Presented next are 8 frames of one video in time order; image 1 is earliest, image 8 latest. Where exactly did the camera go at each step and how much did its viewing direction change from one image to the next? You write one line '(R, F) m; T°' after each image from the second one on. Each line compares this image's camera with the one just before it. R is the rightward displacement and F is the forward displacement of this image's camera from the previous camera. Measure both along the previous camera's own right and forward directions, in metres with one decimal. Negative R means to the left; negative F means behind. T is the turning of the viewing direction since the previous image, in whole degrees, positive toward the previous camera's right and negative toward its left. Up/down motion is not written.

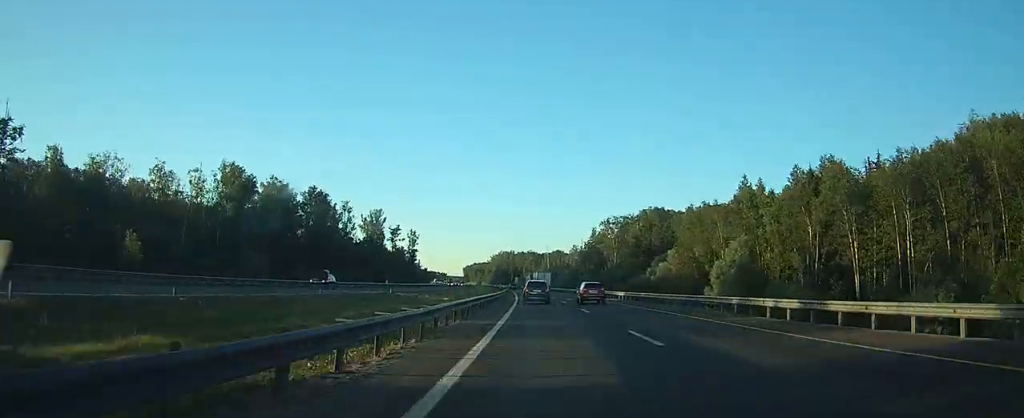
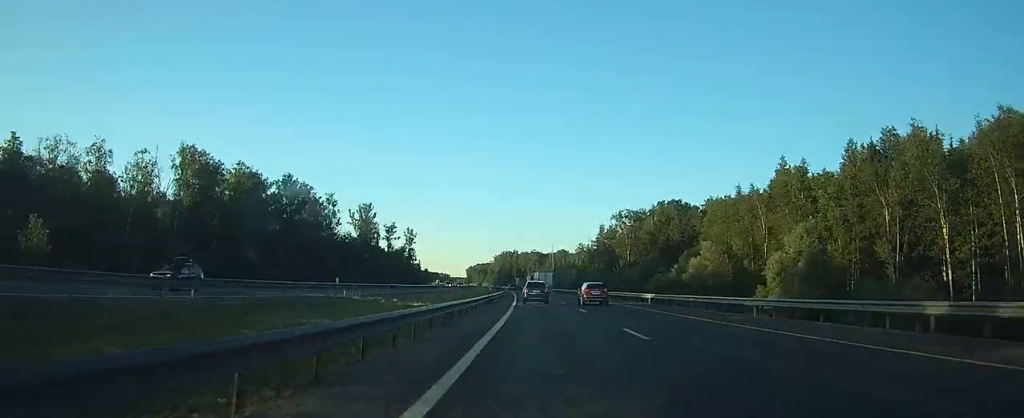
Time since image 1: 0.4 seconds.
(-0.1, +14.7) m; 0°
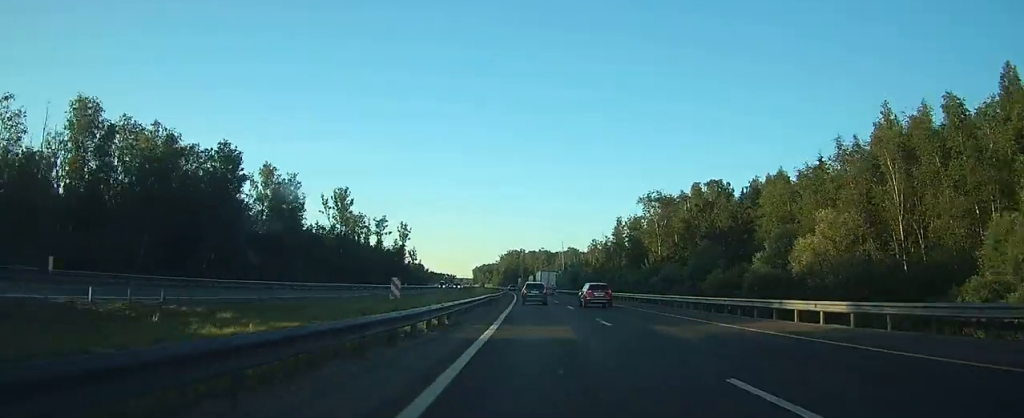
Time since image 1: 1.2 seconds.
(-0.1, +26.2) m; -1°
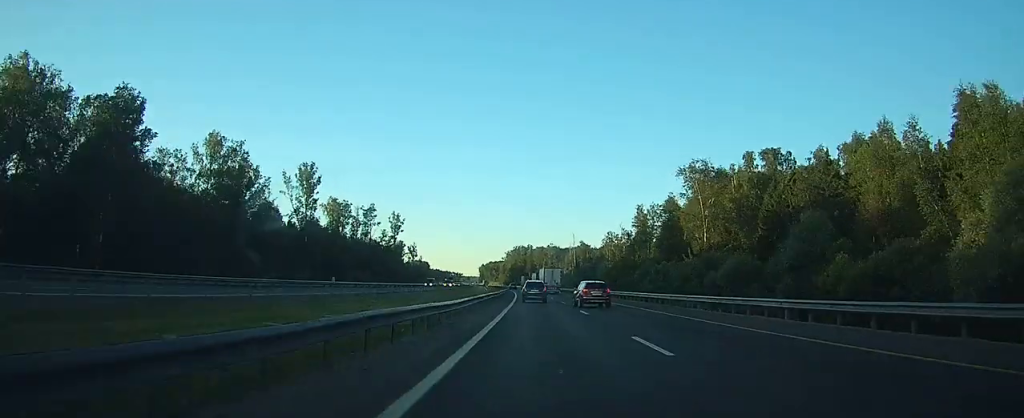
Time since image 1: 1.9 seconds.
(-0.2, +25.1) m; -1°
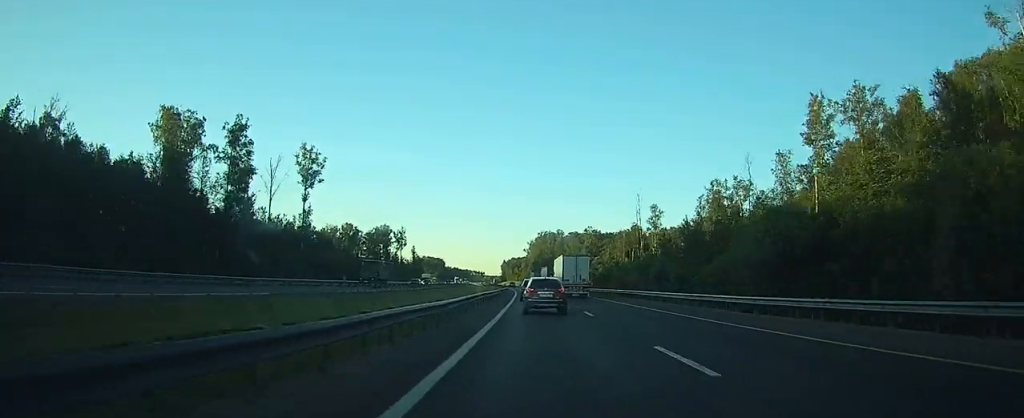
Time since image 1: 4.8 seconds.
(-2.7, +98.5) m; -3°
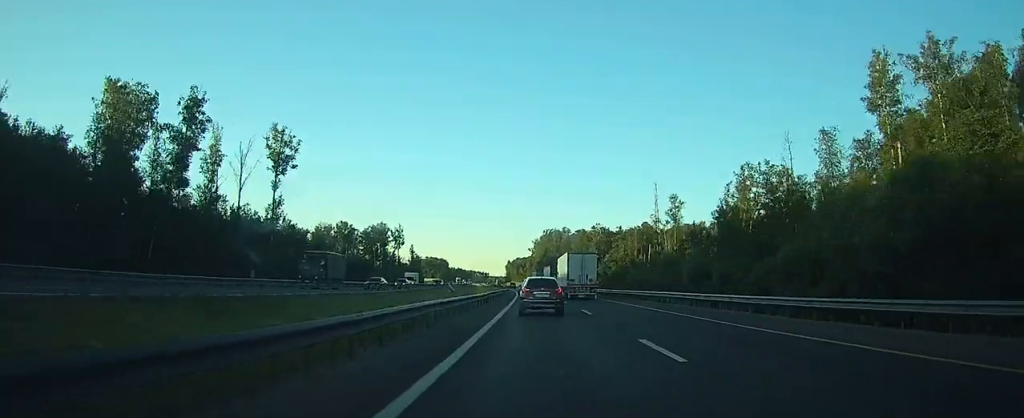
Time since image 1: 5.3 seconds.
(0.0, +14.5) m; 0°
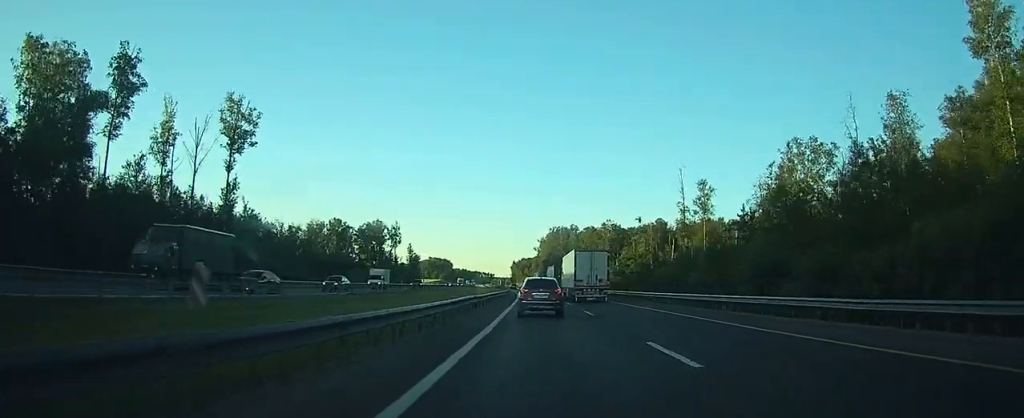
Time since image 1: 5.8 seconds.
(-0.1, +16.6) m; -1°
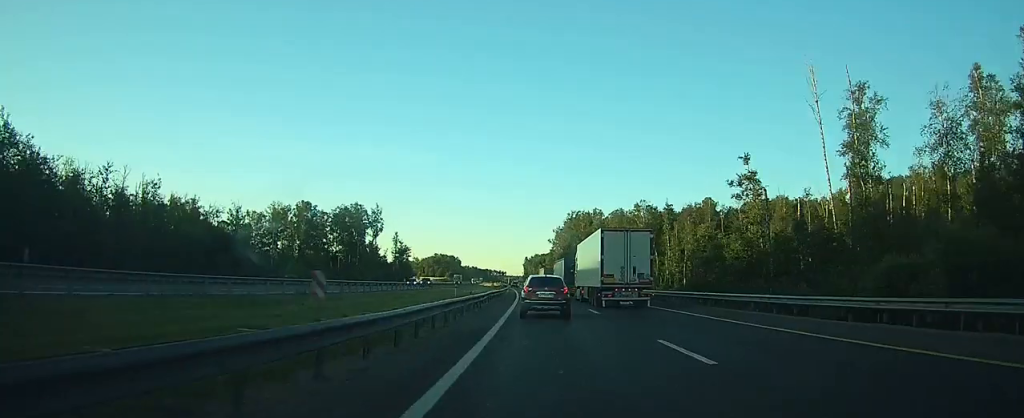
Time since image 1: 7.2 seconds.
(-0.7, +48.0) m; -1°
